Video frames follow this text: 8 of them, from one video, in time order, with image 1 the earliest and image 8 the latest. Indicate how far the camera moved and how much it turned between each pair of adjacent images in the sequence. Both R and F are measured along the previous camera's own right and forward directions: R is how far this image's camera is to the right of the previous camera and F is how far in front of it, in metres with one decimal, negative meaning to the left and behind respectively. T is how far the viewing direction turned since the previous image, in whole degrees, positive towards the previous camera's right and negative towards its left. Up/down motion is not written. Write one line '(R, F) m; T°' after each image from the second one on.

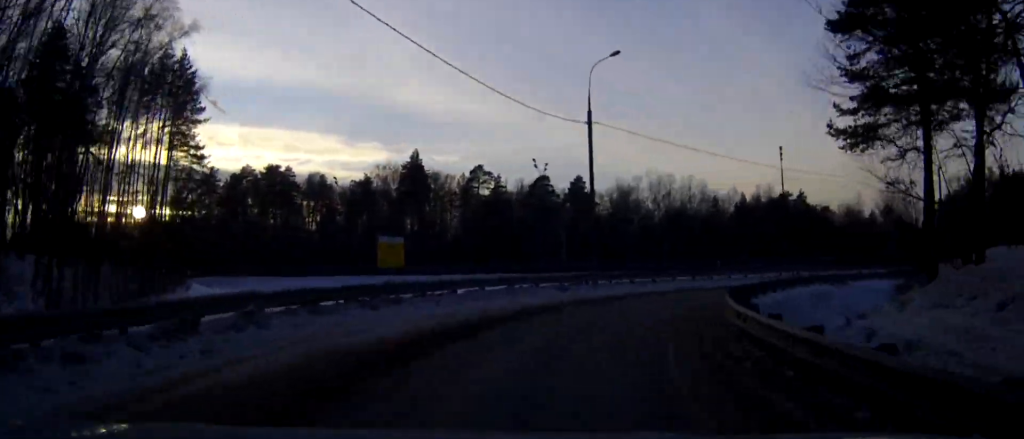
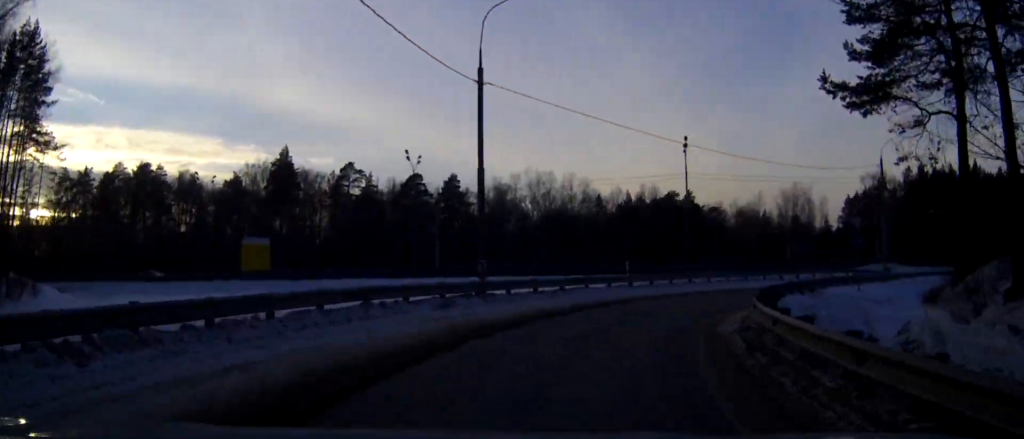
(+1.0, +8.8) m; +11°
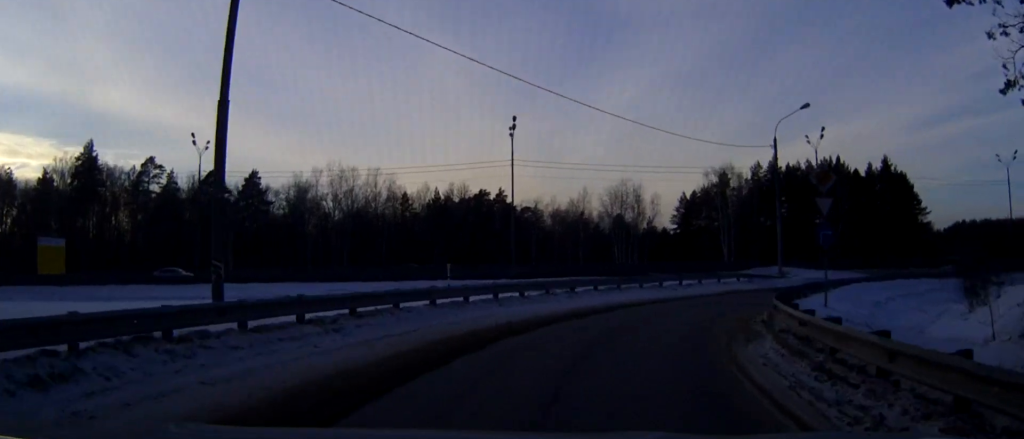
(+1.7, +12.2) m; +16°
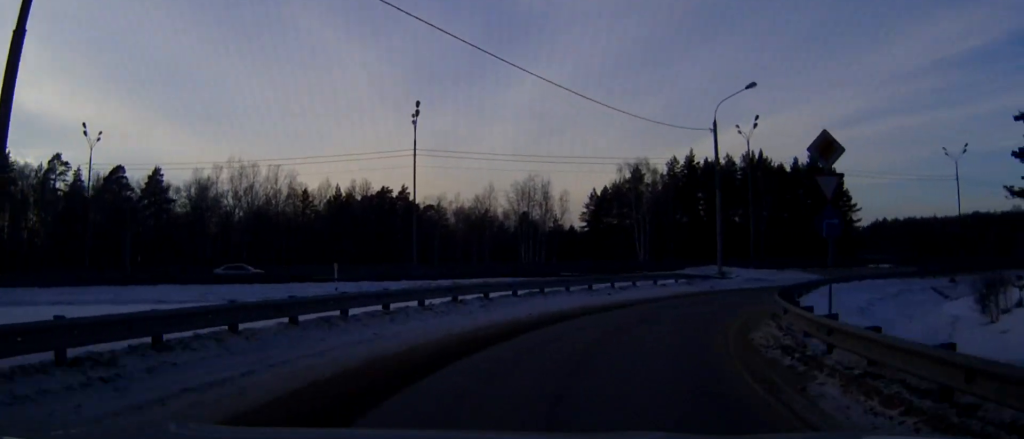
(+0.3, +5.8) m; +8°
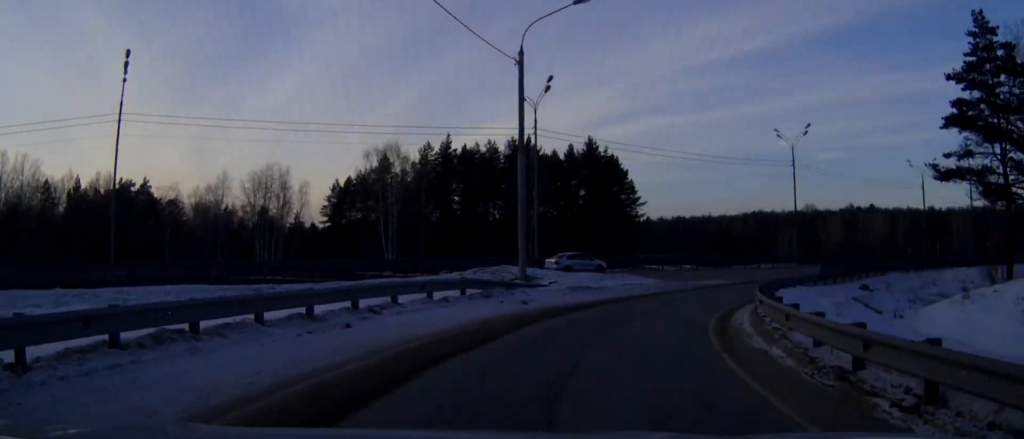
(+2.7, +14.9) m; +20°
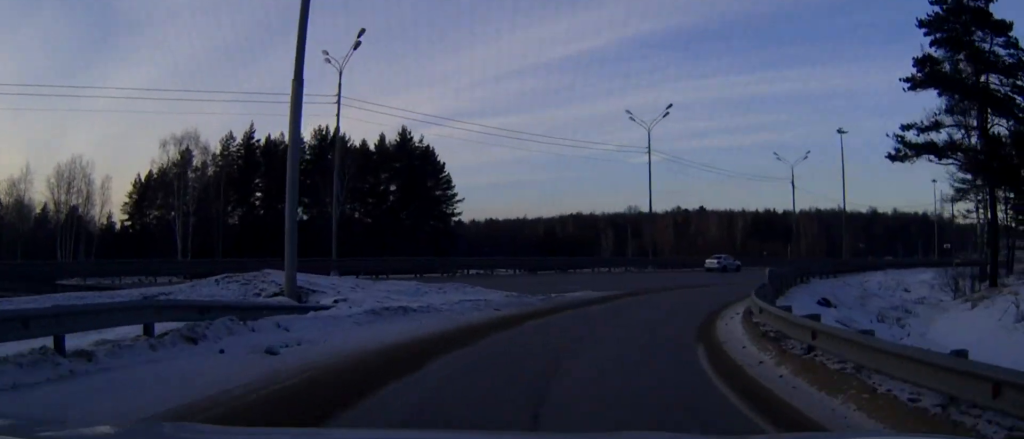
(+1.4, +11.6) m; +14°
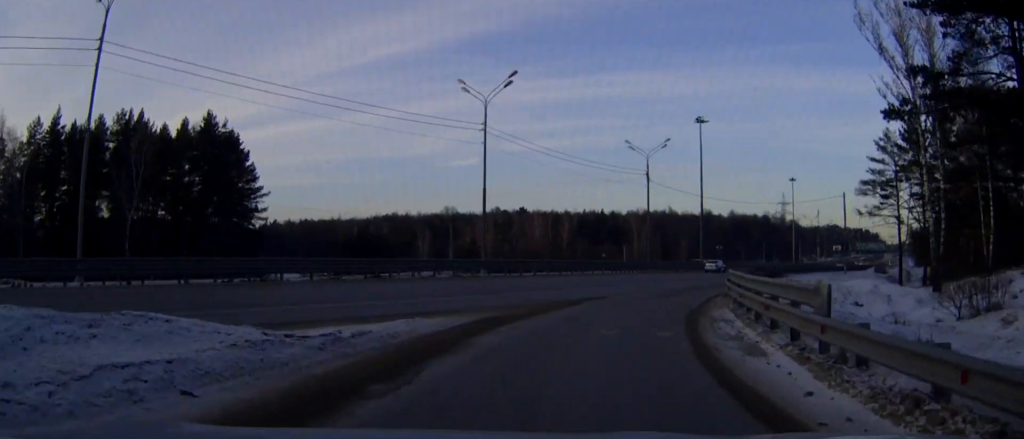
(+1.5, +11.9) m; +14°
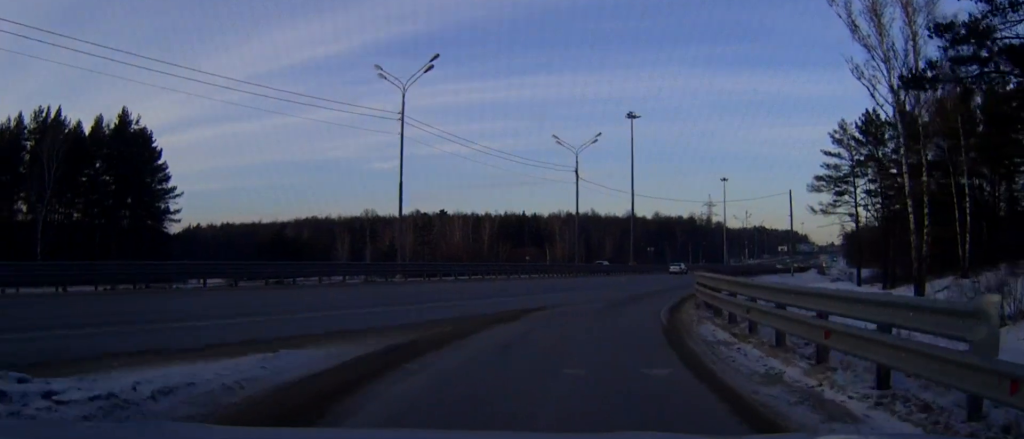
(+0.4, +4.9) m; +5°
